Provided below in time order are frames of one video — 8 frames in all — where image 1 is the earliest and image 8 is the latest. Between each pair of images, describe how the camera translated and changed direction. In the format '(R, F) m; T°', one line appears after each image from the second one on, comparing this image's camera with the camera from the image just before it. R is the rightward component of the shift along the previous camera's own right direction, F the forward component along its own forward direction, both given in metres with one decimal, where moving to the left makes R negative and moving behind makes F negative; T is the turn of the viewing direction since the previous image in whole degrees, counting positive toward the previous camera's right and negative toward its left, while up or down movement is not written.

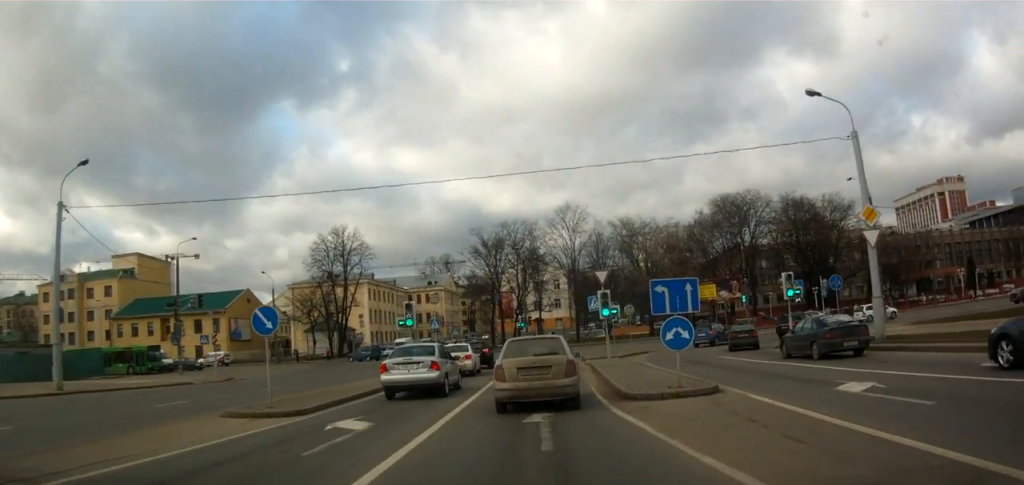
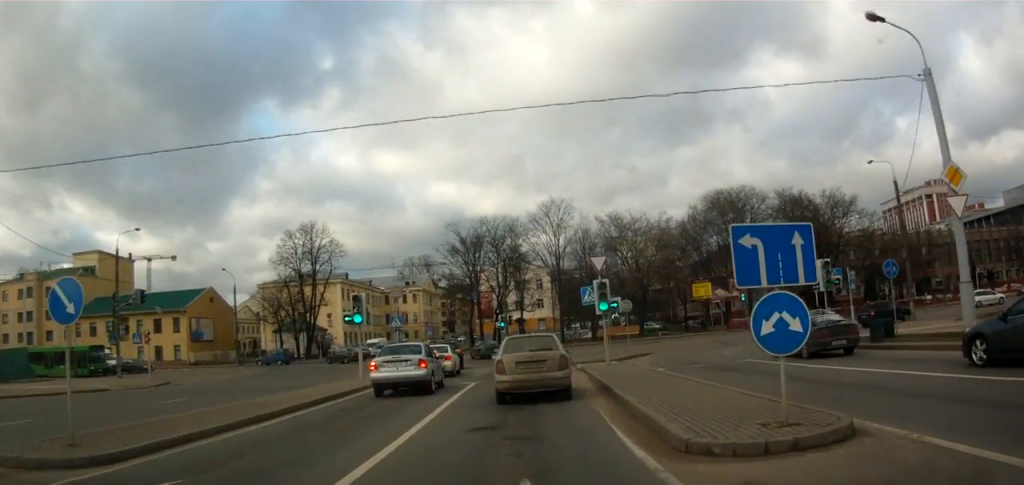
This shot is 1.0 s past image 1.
(+0.3, +6.7) m; +1°
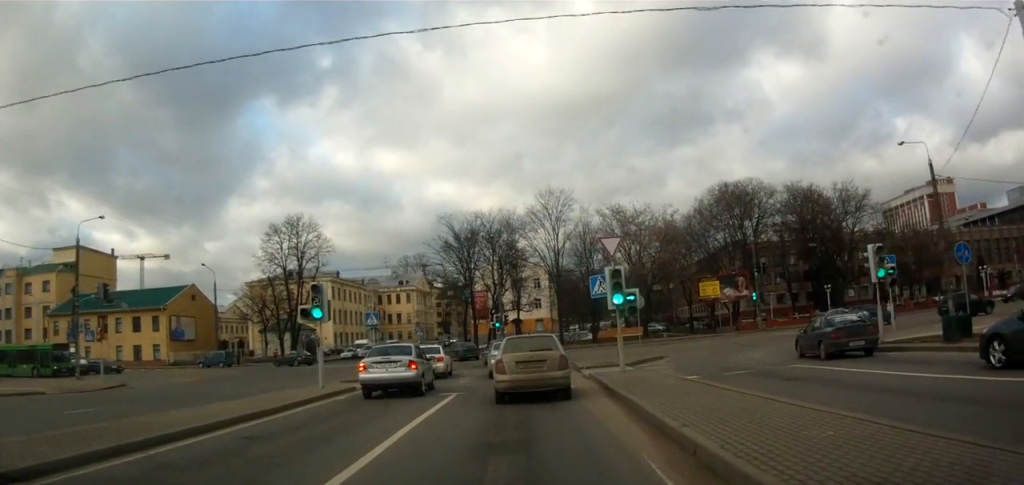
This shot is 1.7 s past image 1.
(0.0, +4.6) m; -1°
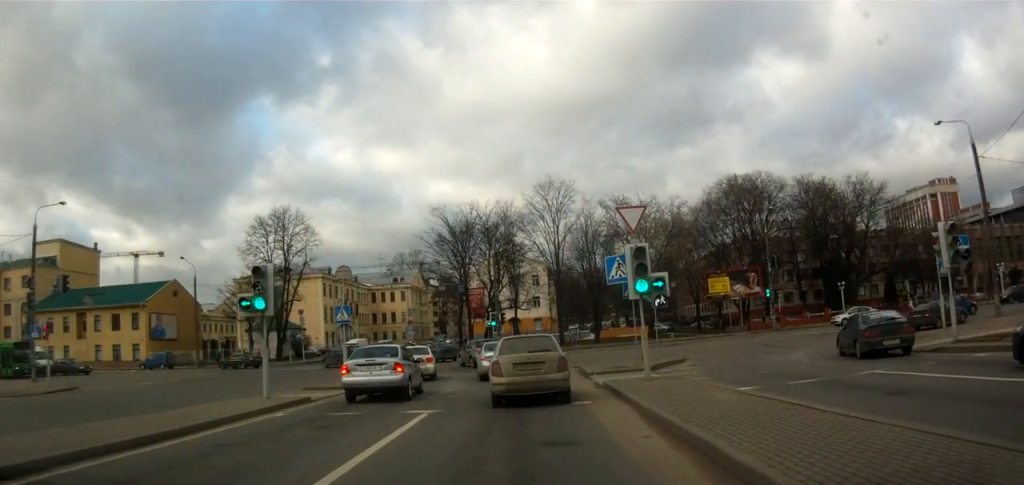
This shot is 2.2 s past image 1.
(-0.1, +4.3) m; 0°
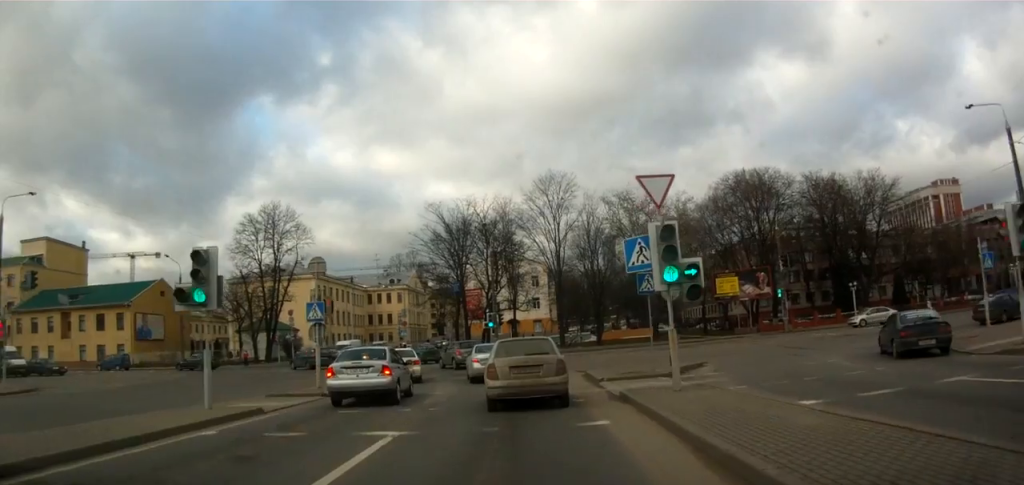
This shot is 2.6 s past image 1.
(-0.1, +3.1) m; 0°
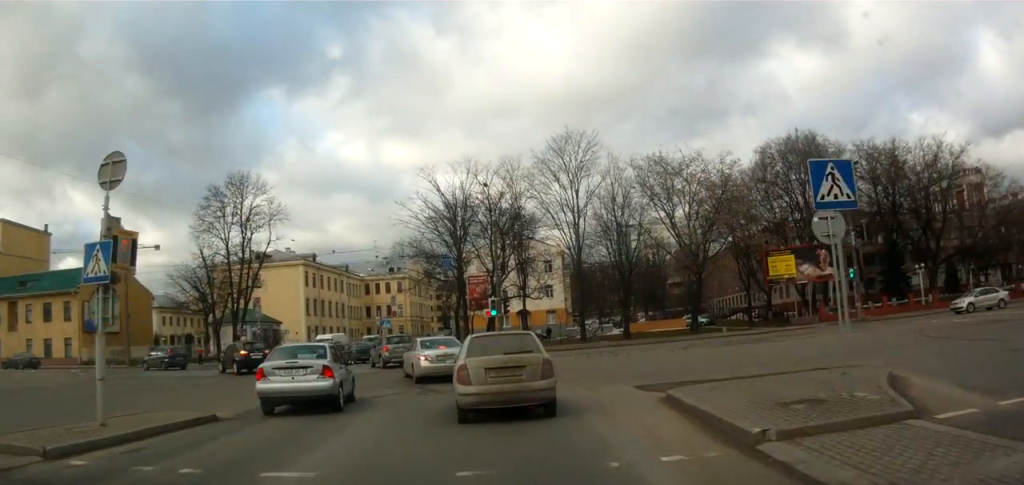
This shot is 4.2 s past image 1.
(+0.4, +12.3) m; -1°
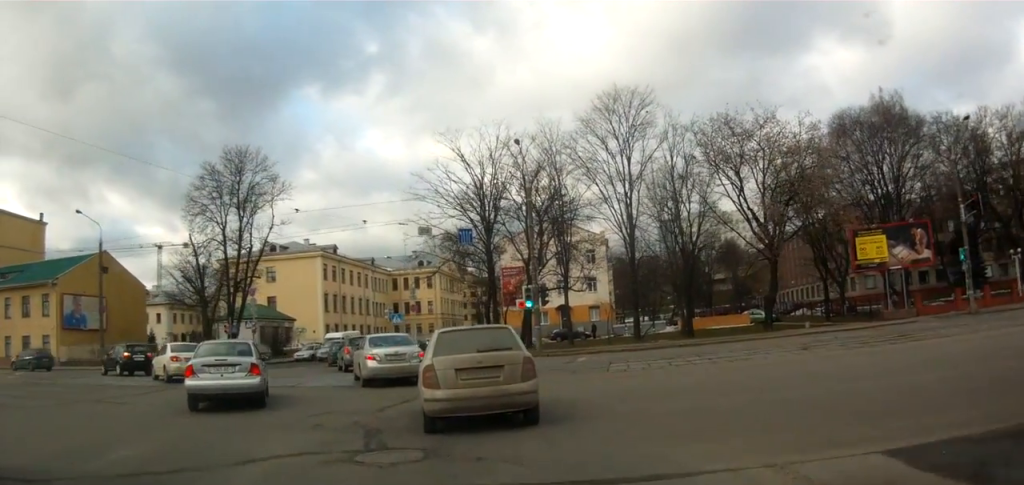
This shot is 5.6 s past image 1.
(-0.4, +9.9) m; -3°
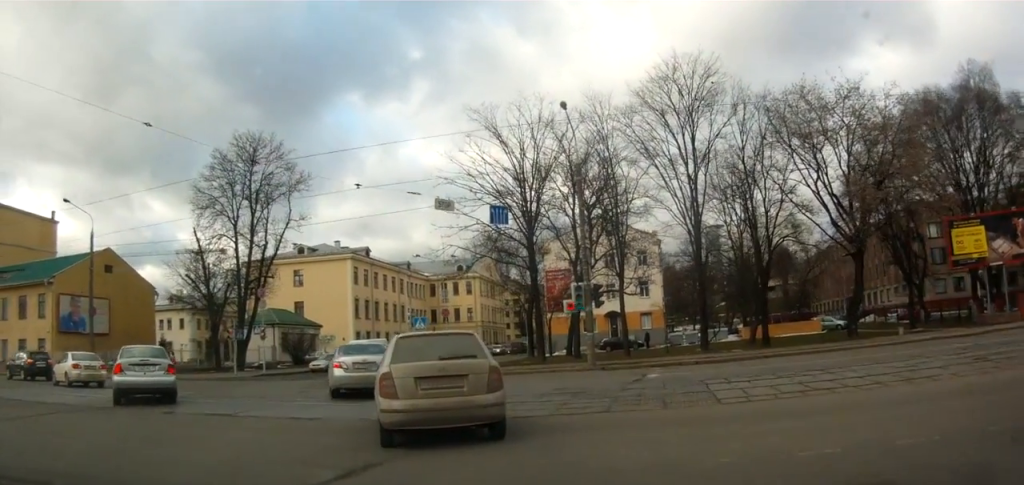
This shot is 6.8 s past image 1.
(+0.1, +6.9) m; -4°
